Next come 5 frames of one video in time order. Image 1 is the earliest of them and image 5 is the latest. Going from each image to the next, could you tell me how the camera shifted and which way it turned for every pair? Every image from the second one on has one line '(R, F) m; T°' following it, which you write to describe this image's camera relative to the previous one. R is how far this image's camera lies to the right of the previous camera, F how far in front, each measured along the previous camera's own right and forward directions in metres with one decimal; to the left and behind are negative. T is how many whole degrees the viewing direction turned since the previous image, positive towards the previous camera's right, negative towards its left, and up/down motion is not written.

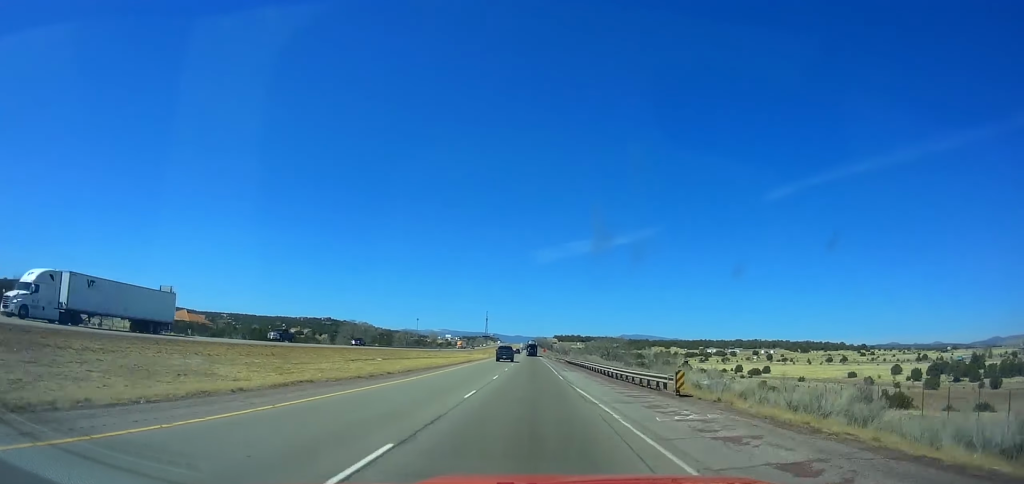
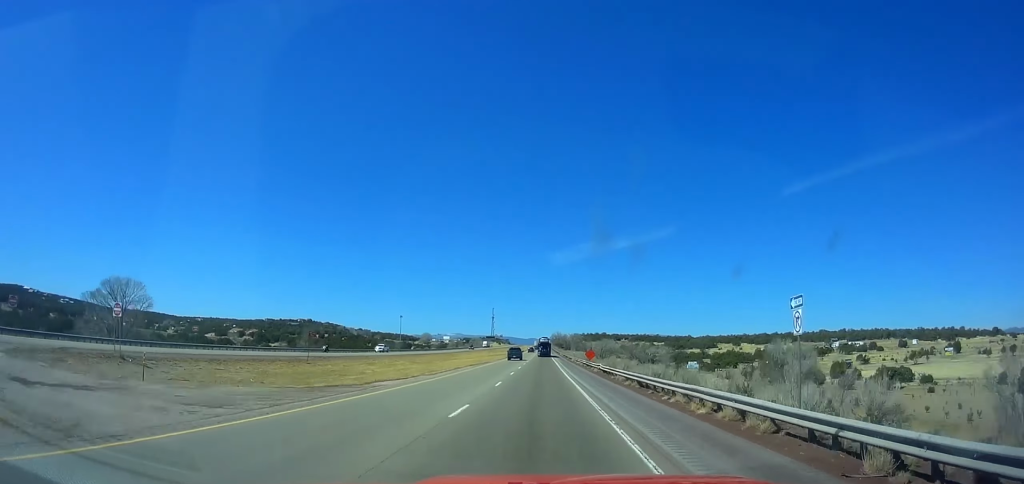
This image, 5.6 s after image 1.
(-2.0, +177.3) m; -1°
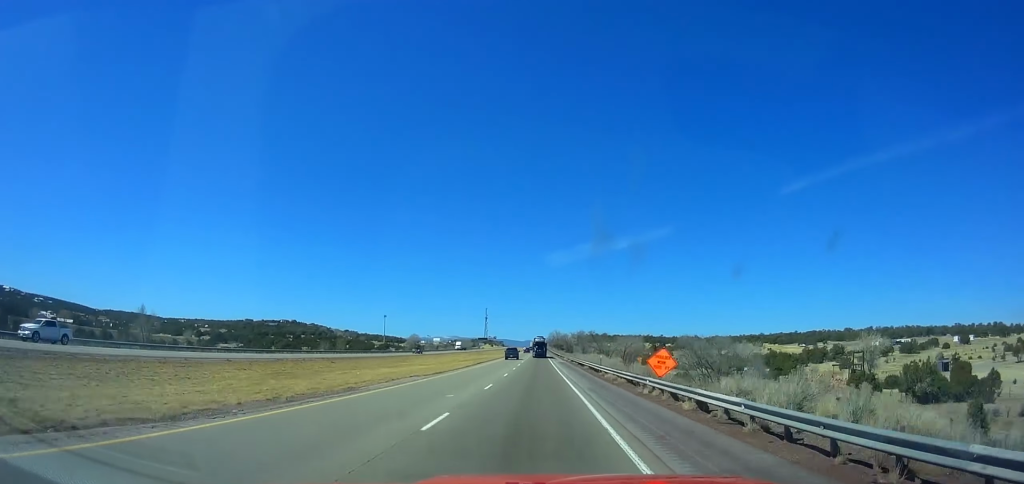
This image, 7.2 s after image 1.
(-0.1, +51.2) m; 0°
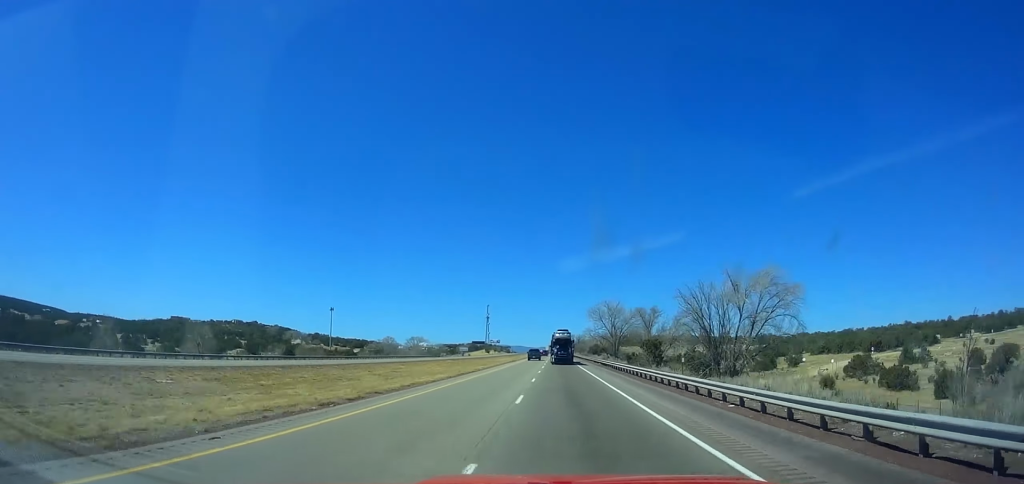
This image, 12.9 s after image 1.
(-1.1, +186.1) m; -1°
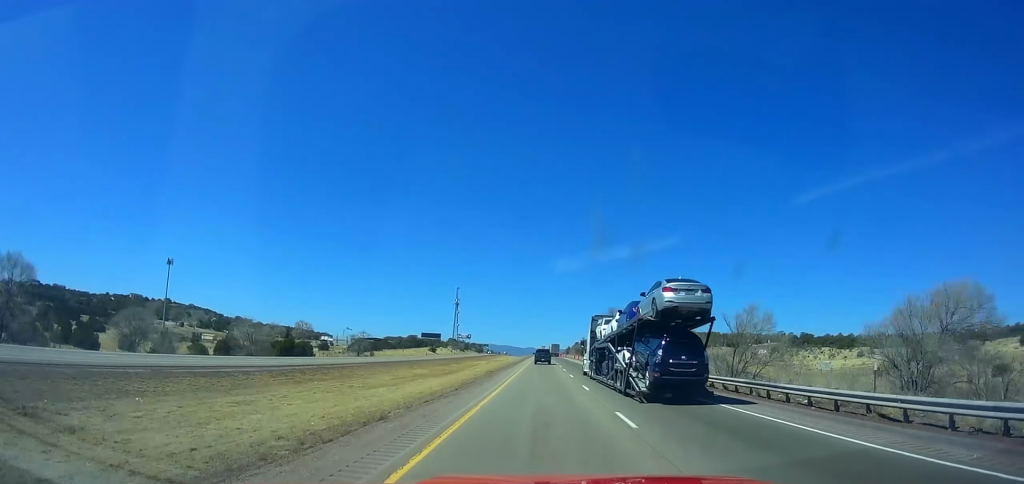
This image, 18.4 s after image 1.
(-1.1, +182.5) m; 0°
